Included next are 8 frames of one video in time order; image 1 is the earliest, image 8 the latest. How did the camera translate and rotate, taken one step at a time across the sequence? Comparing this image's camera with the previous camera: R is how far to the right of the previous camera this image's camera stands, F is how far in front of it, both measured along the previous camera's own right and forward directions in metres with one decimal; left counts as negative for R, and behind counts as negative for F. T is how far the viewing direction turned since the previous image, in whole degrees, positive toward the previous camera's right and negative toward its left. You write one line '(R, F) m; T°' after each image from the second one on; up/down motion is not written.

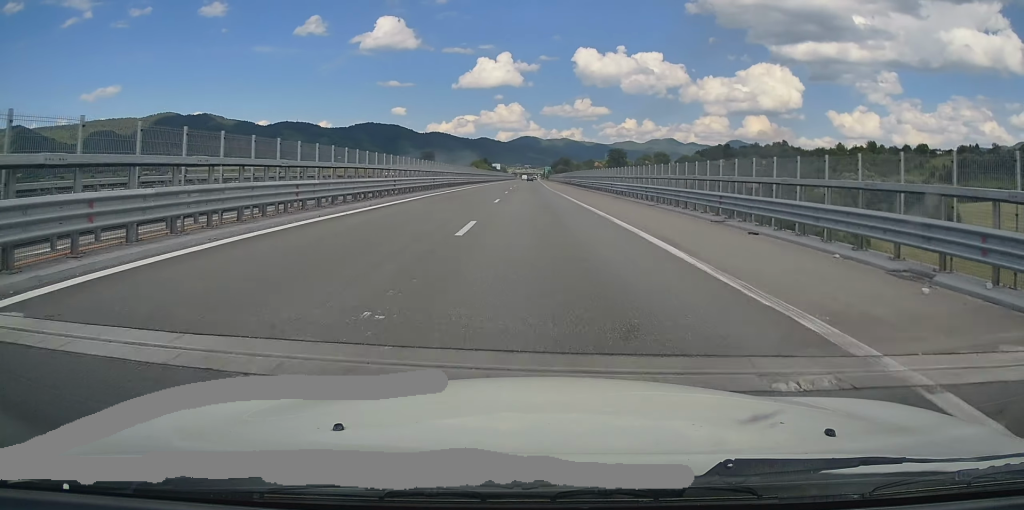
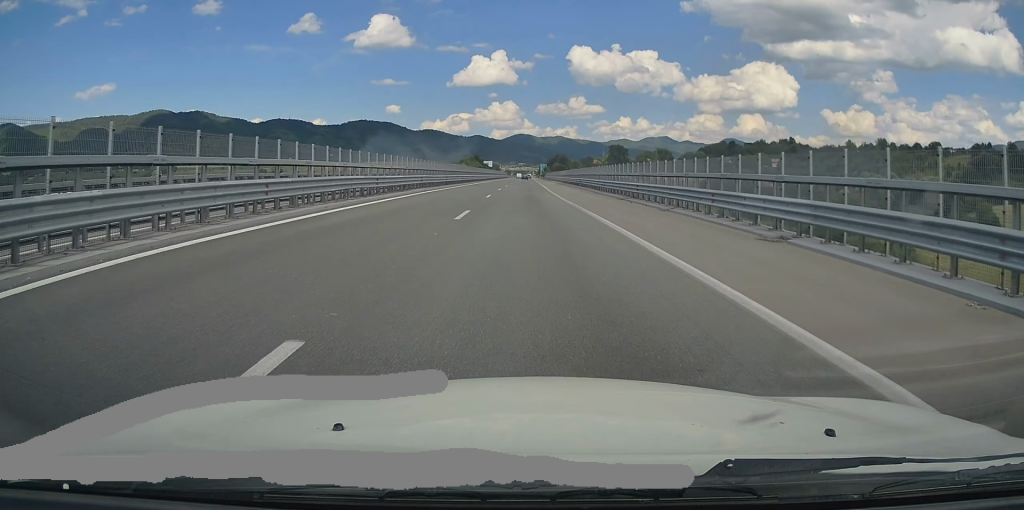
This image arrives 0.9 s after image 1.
(0.0, +27.9) m; +1°
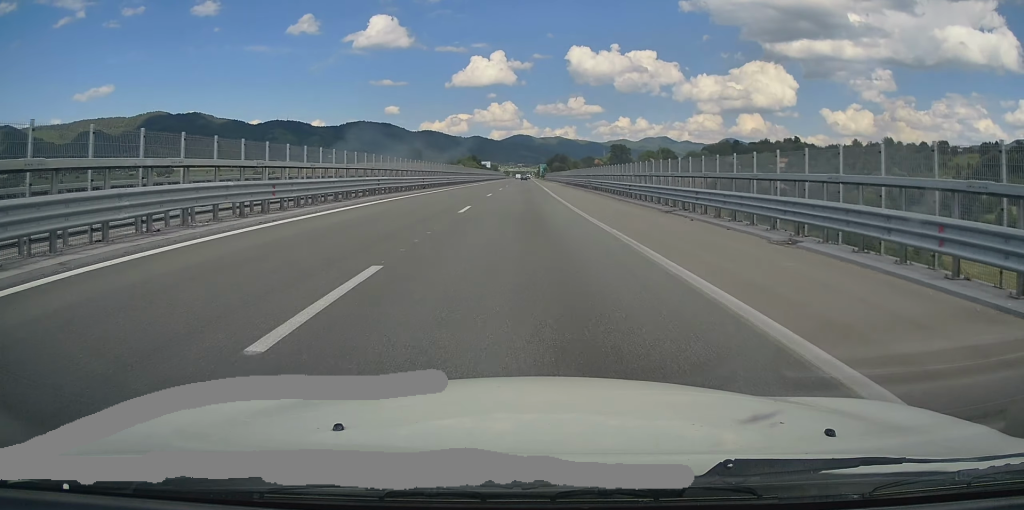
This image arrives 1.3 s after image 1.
(+0.2, +12.3) m; 0°
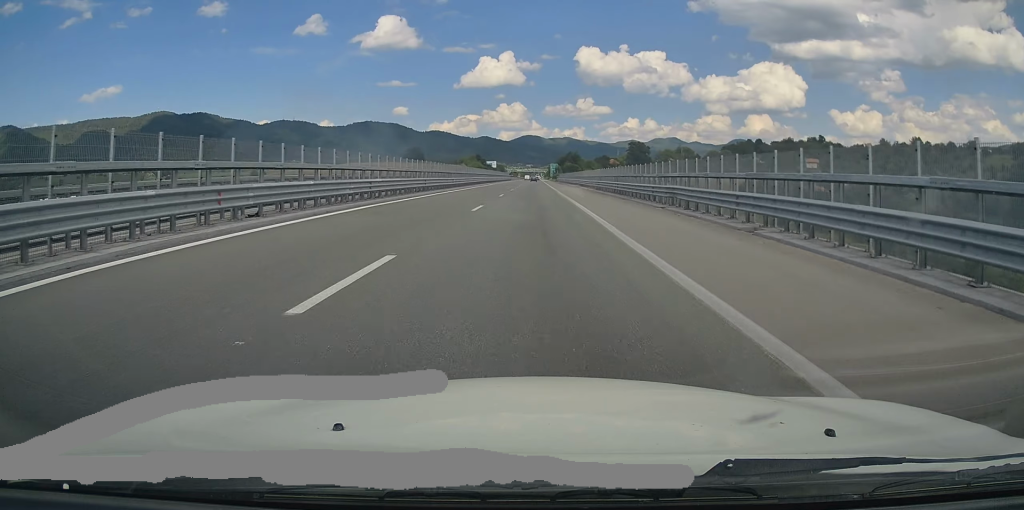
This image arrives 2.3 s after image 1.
(+0.2, +30.7) m; 0°
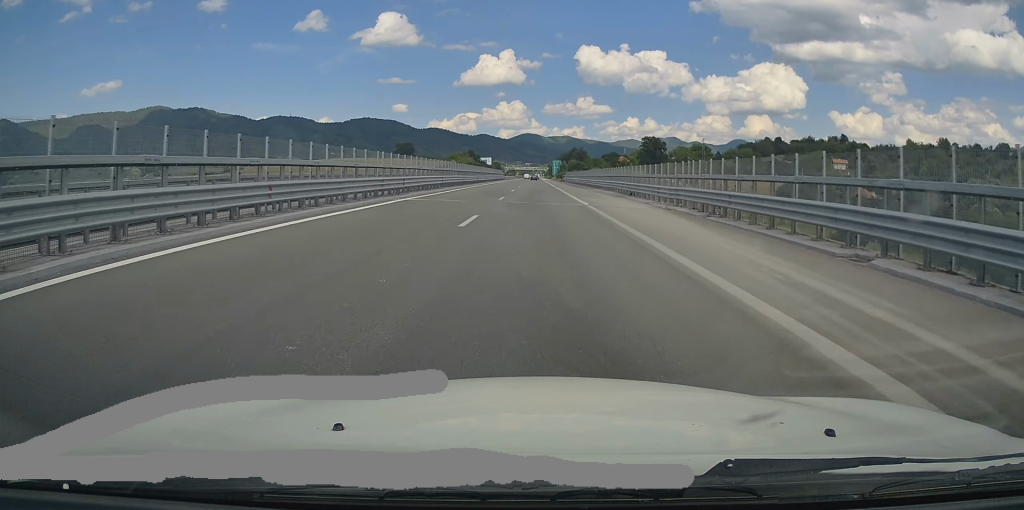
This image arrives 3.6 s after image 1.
(-0.4, +38.6) m; 0°
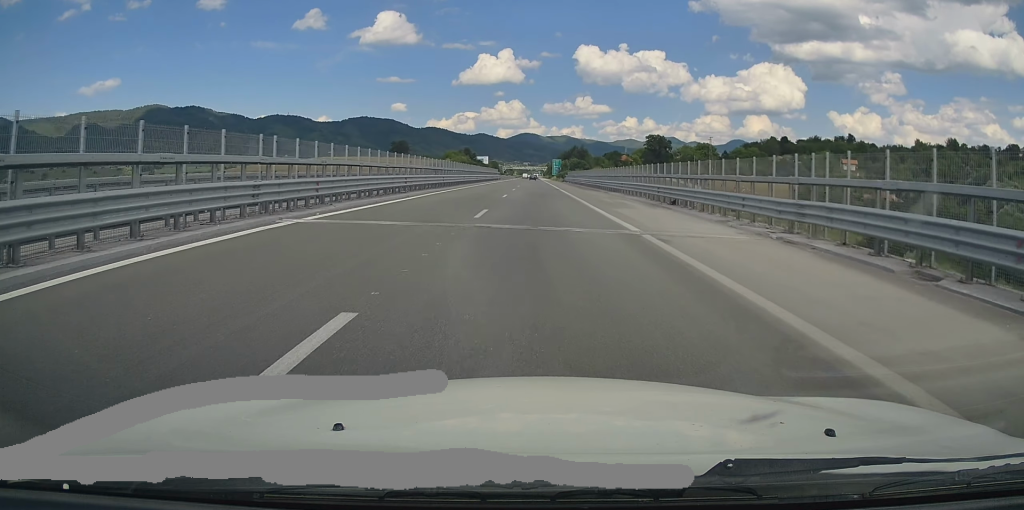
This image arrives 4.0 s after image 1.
(0.0, +13.1) m; 0°
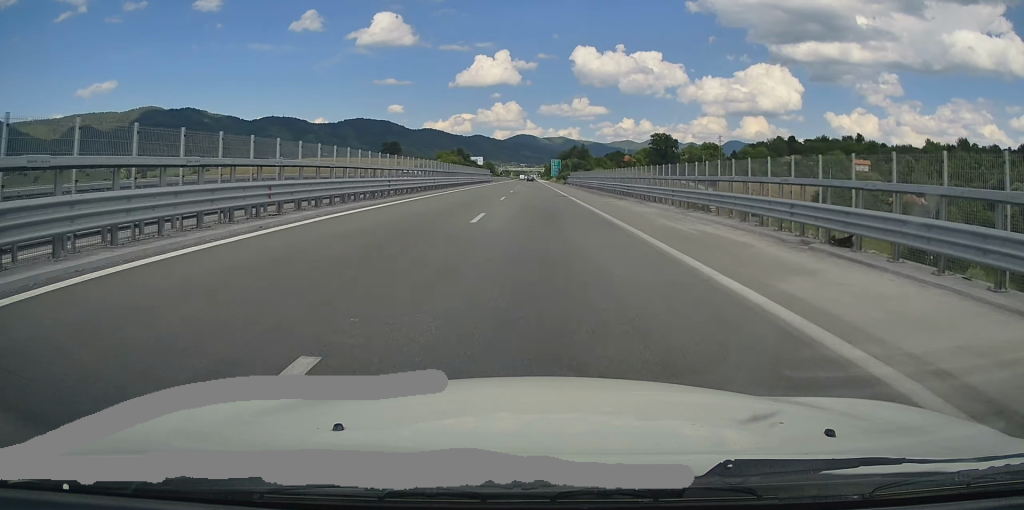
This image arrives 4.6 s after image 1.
(+0.2, +17.2) m; 0°
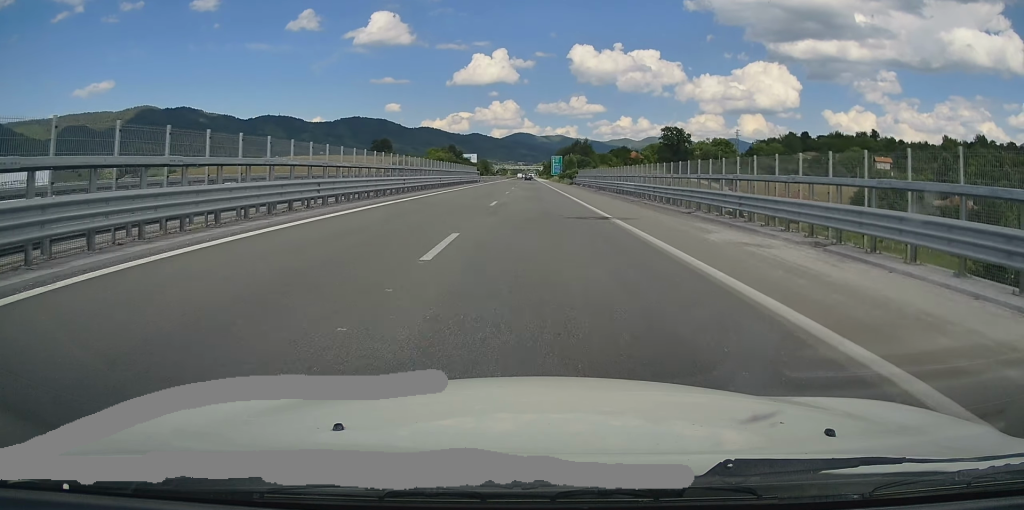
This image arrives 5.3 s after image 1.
(0.0, +23.1) m; 0°
